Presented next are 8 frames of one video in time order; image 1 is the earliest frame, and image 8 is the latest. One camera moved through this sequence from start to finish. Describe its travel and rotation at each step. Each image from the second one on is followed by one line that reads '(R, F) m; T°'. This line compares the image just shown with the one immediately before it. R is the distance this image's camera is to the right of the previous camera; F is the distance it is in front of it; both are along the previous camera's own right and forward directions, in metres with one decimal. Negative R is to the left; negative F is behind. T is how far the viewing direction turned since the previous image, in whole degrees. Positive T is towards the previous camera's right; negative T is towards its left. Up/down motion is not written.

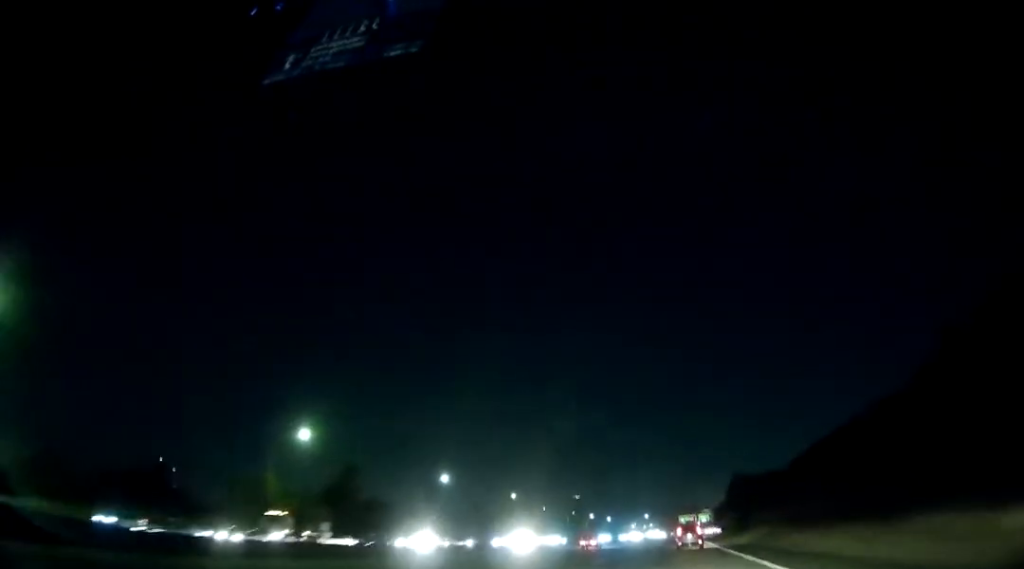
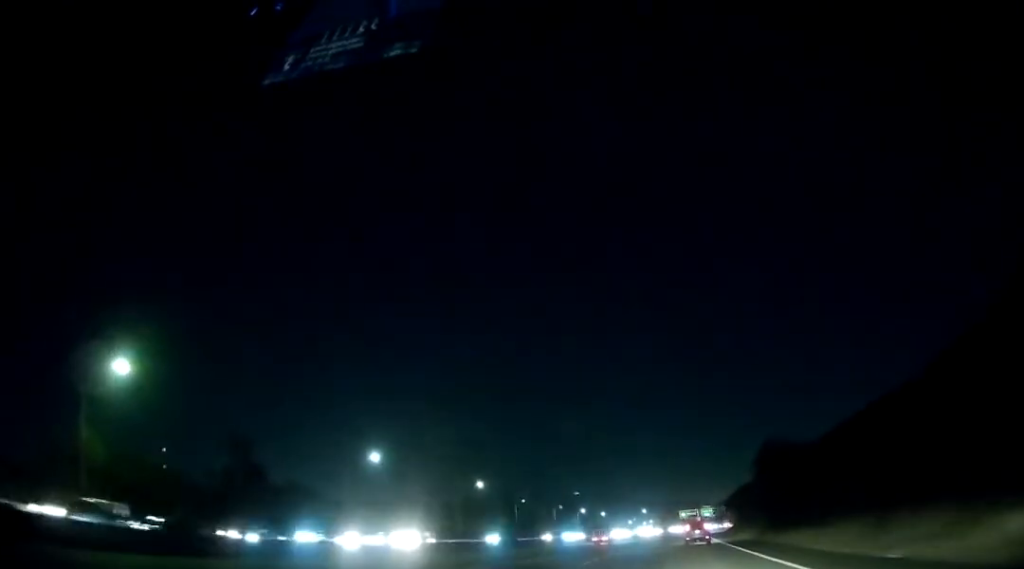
(+0.2, +34.0) m; 0°
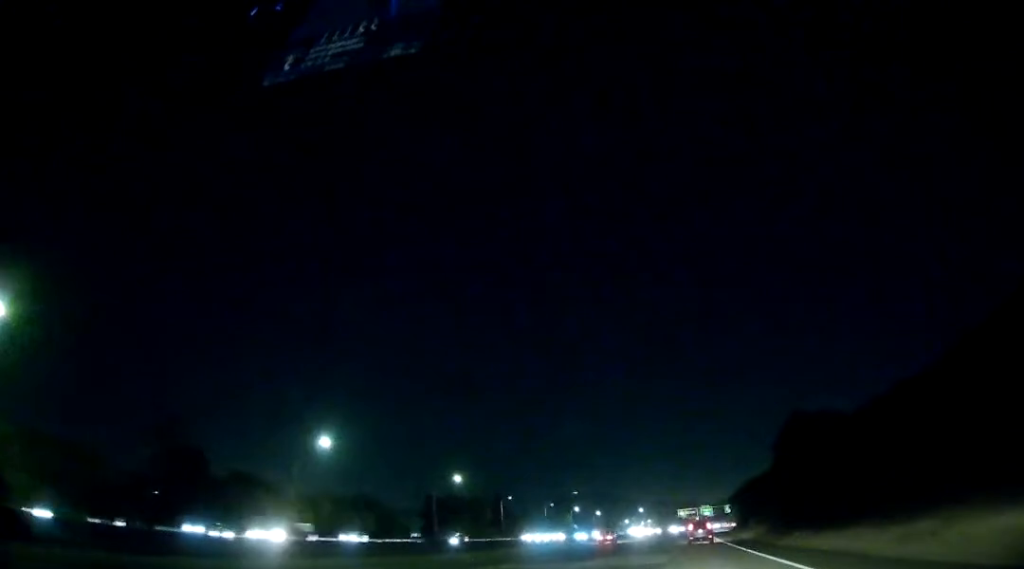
(-0.1, +15.0) m; 0°
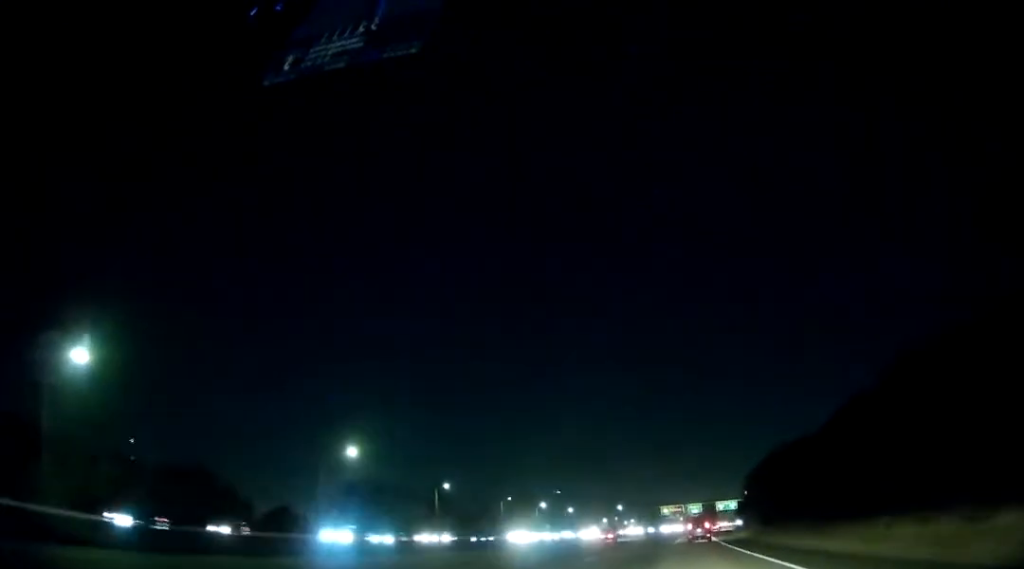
(+0.4, +41.2) m; +1°
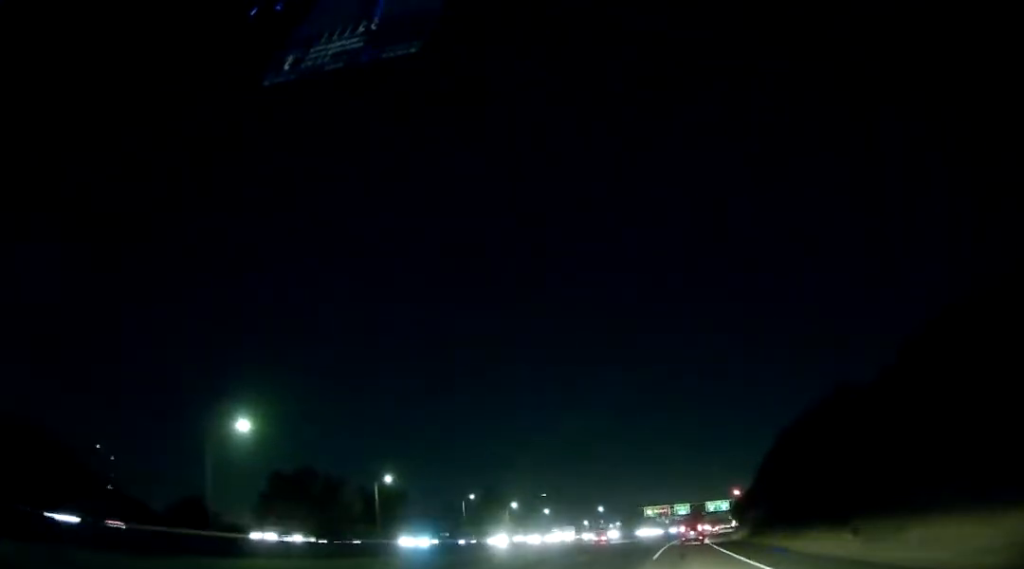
(-0.2, +25.3) m; +1°
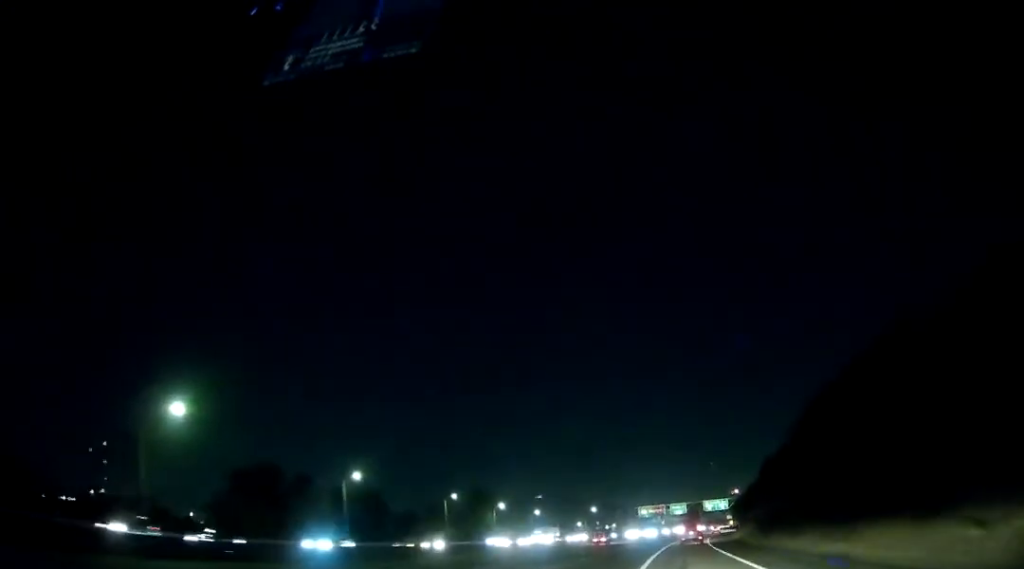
(+0.2, +12.2) m; +1°
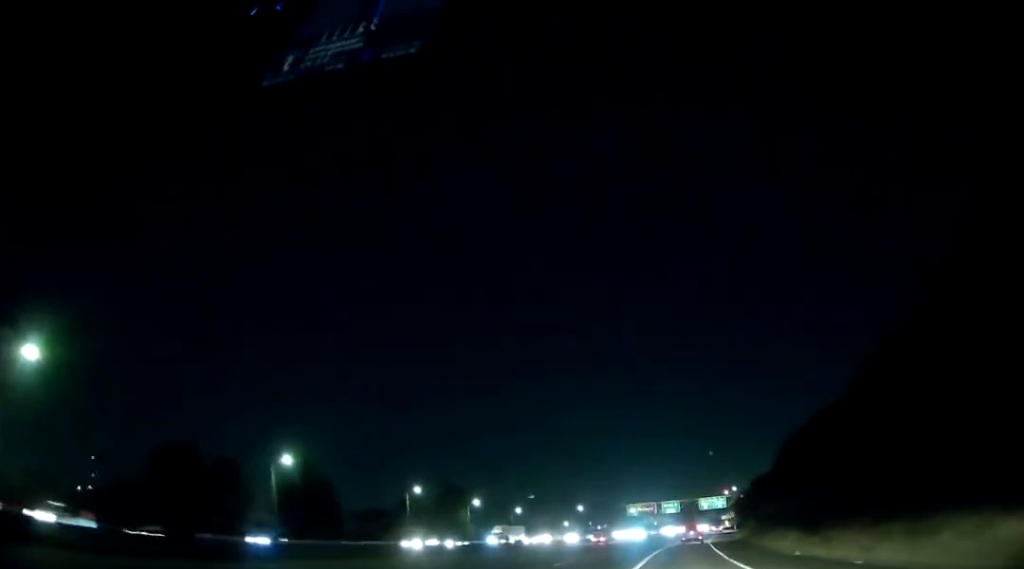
(+0.2, +21.0) m; +1°
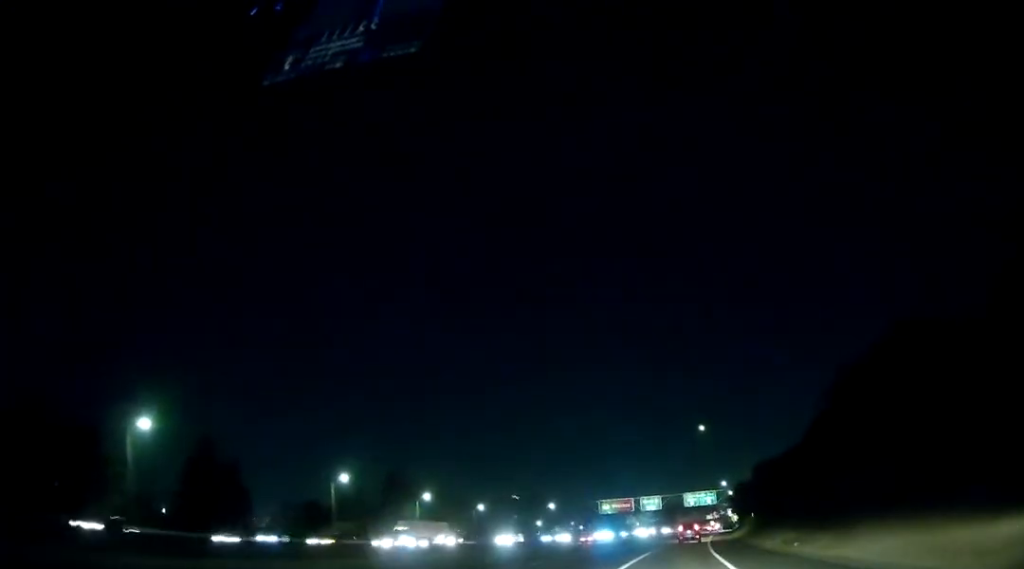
(+0.1, +27.3) m; +1°
